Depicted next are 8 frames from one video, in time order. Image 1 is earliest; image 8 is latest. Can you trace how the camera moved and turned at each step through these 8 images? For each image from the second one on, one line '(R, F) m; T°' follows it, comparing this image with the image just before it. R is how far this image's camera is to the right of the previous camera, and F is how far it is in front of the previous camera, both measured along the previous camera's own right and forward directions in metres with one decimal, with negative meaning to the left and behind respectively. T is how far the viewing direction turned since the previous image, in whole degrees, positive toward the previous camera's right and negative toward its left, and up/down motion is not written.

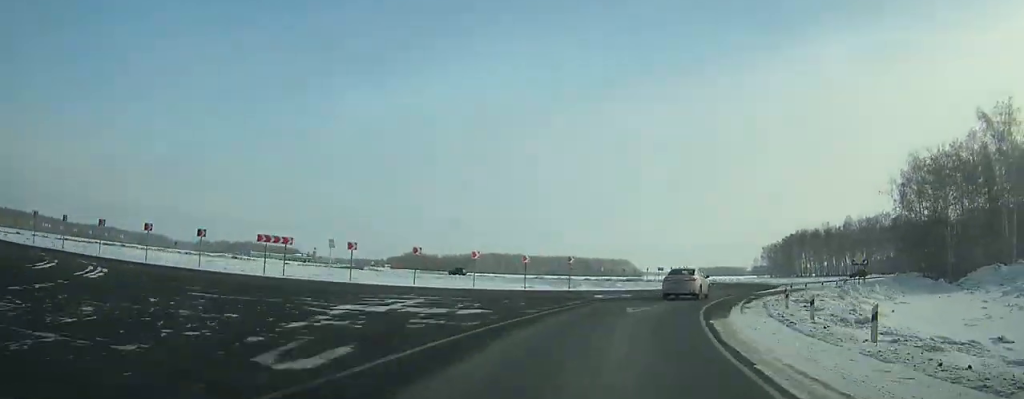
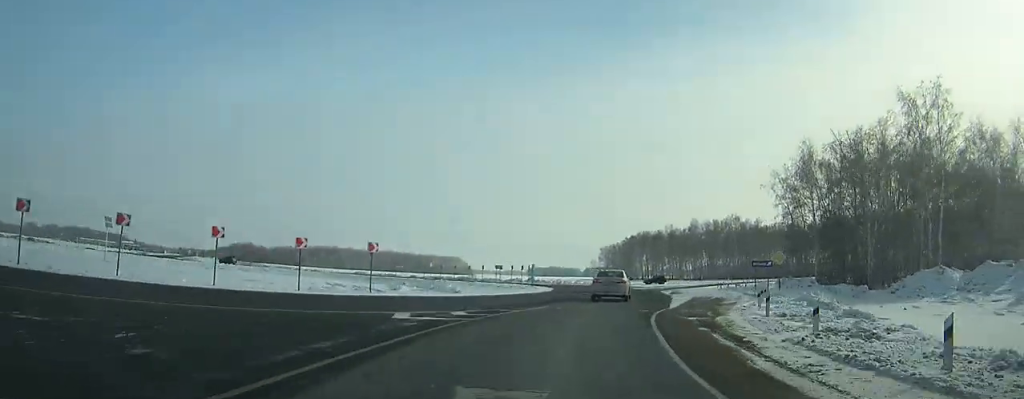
(+1.1, +15.6) m; +5°
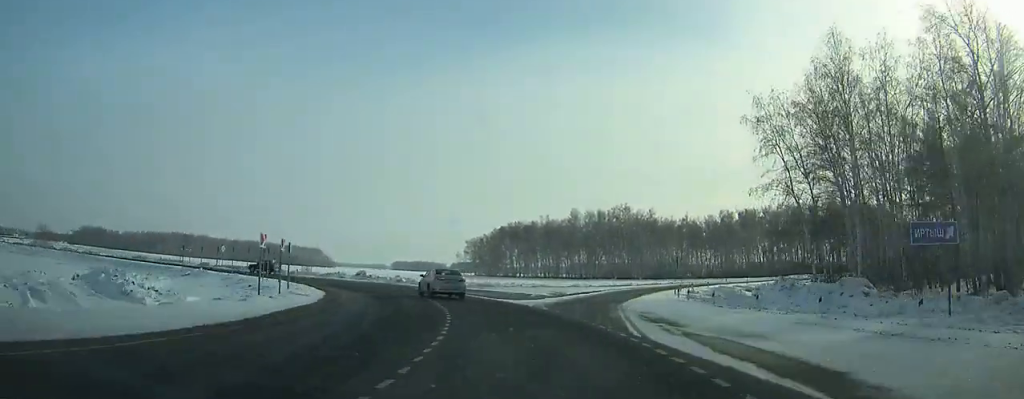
(+2.7, +33.4) m; -8°
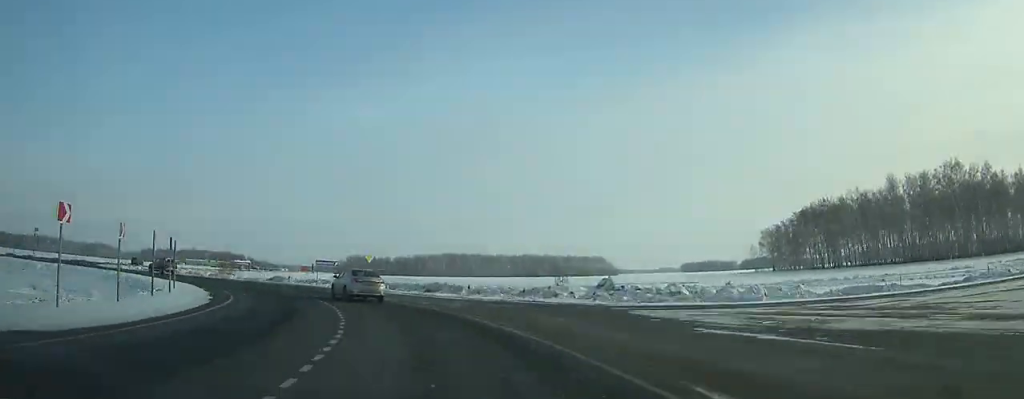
(-8.4, +33.9) m; -31°
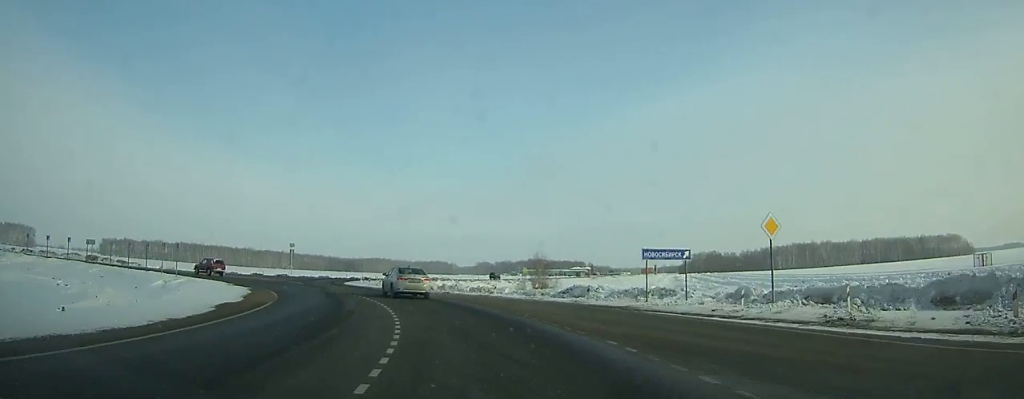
(-8.0, +30.8) m; -25°
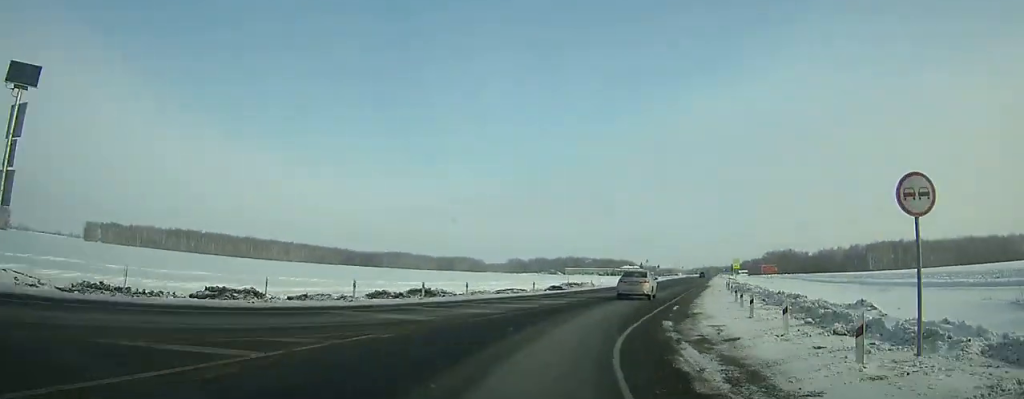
(+1.8, +89.1) m; +20°
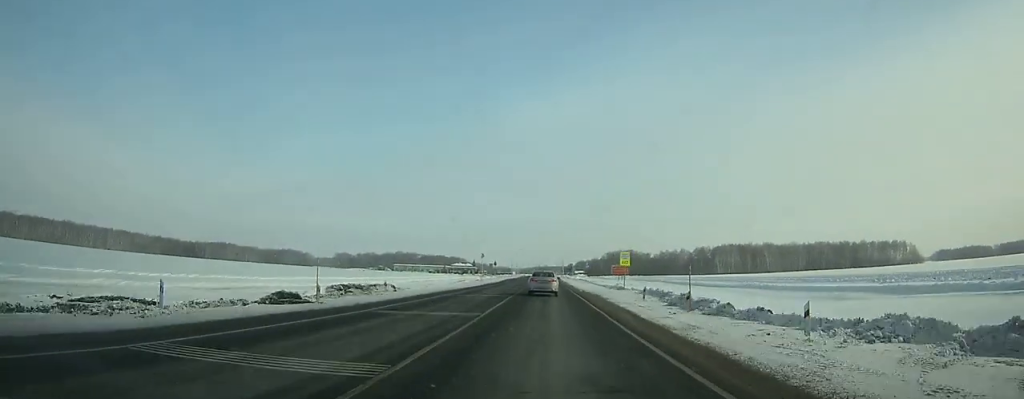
(+3.4, +30.1) m; +8°
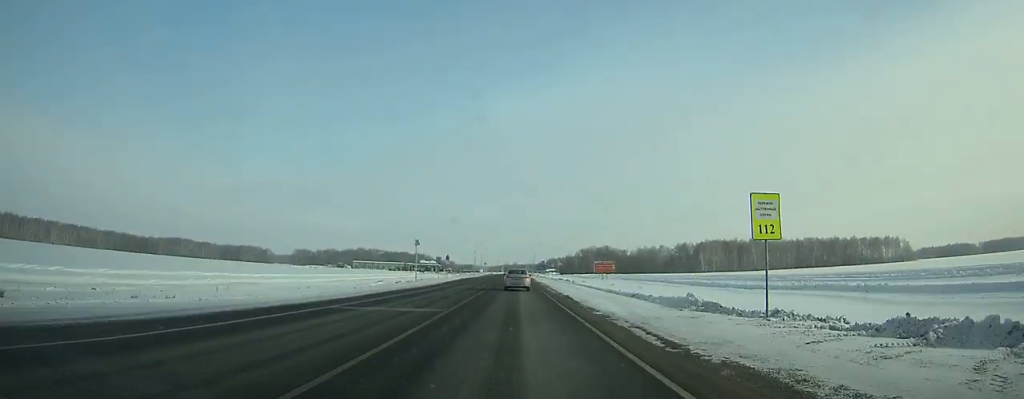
(+1.5, +36.0) m; +2°
